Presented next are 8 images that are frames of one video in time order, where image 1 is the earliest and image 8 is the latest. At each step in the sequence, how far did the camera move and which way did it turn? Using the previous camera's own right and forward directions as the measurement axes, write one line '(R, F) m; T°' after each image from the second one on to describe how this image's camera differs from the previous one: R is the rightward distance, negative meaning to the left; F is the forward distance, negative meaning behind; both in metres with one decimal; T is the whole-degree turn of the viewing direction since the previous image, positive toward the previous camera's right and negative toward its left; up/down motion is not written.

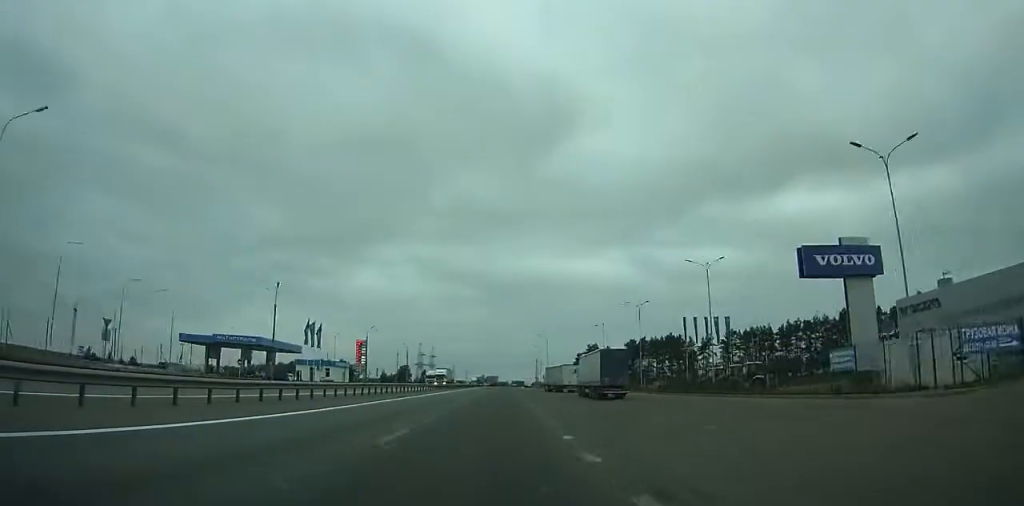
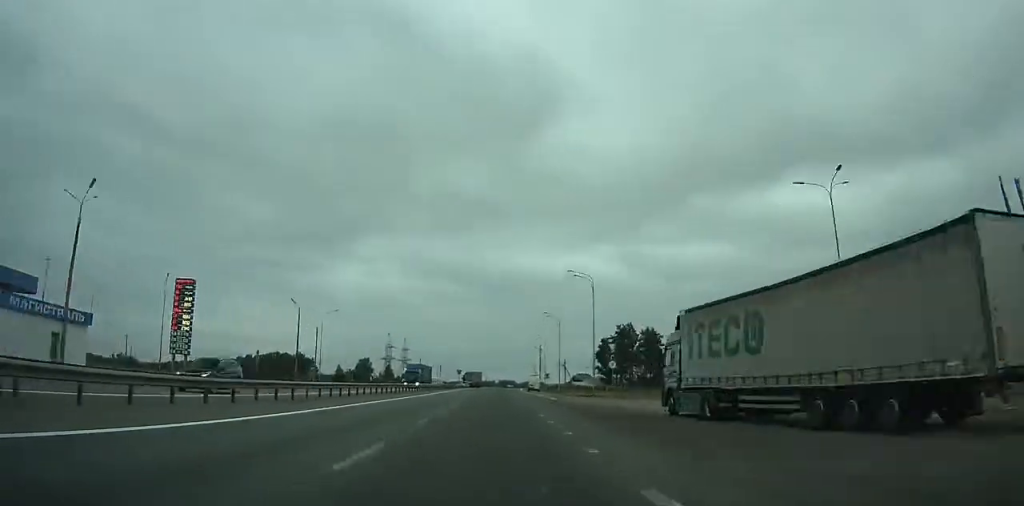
(-0.7, +75.9) m; 0°
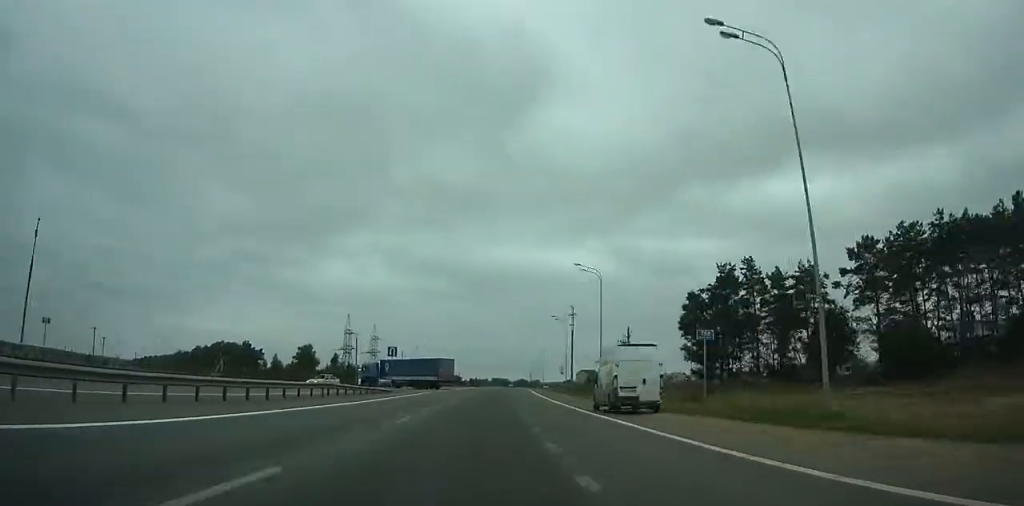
(+0.5, +76.7) m; +1°
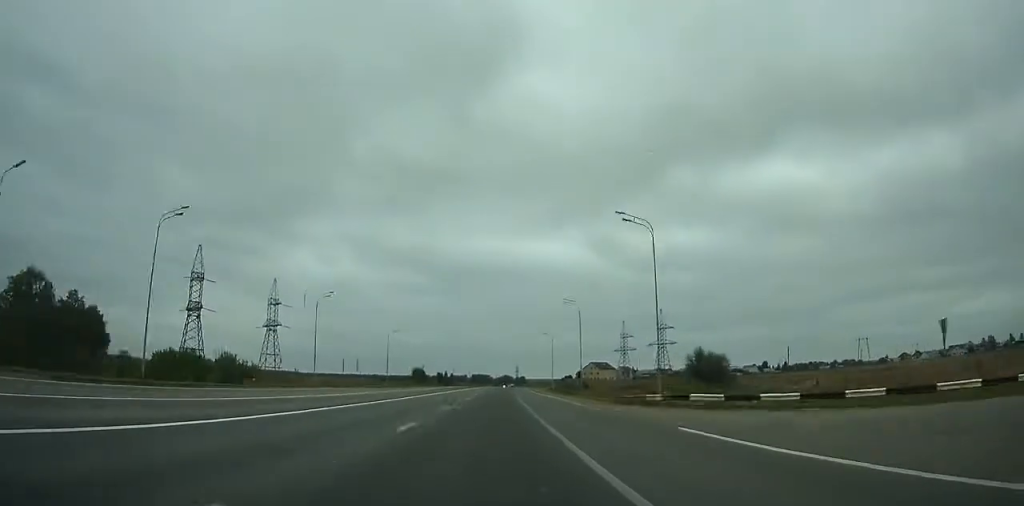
(+1.9, +120.3) m; +2°
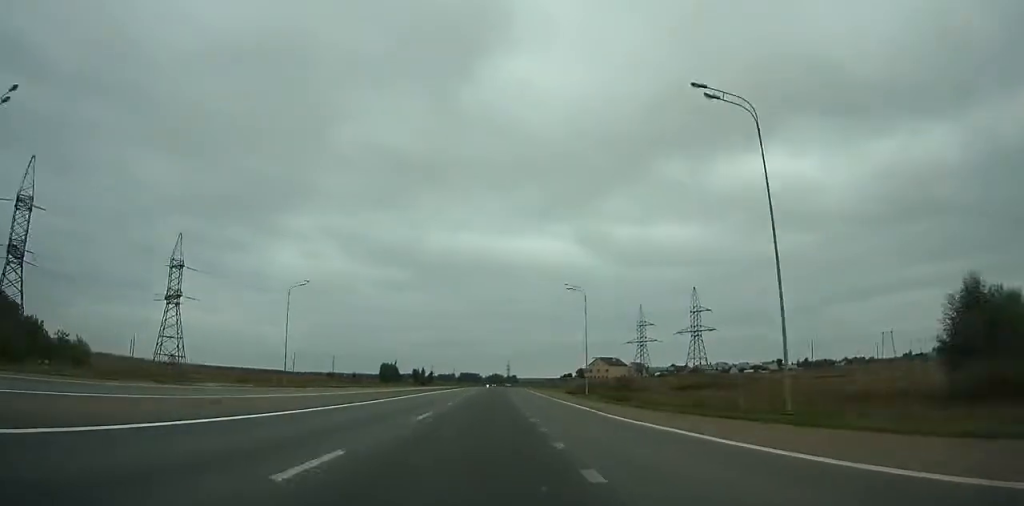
(+0.4, +56.0) m; +1°
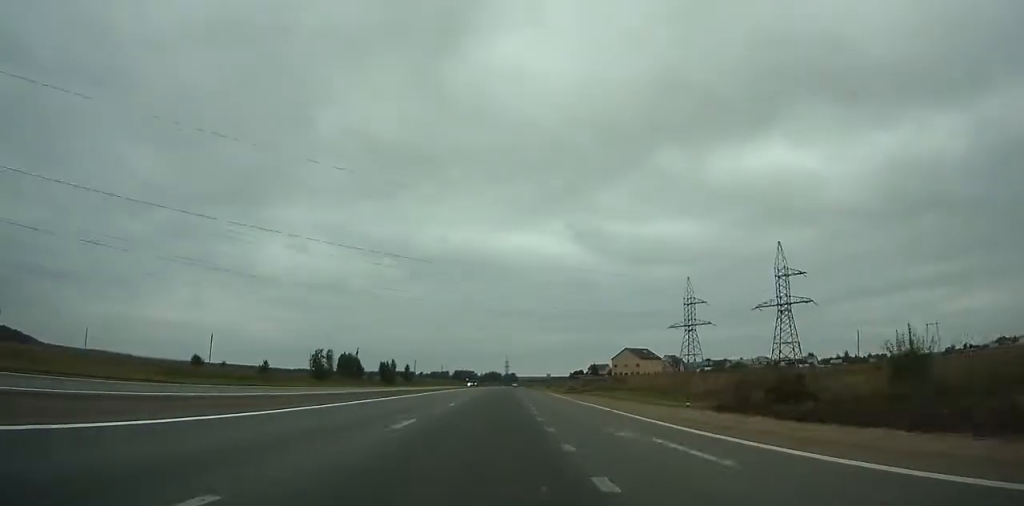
(+0.5, +65.0) m; +1°
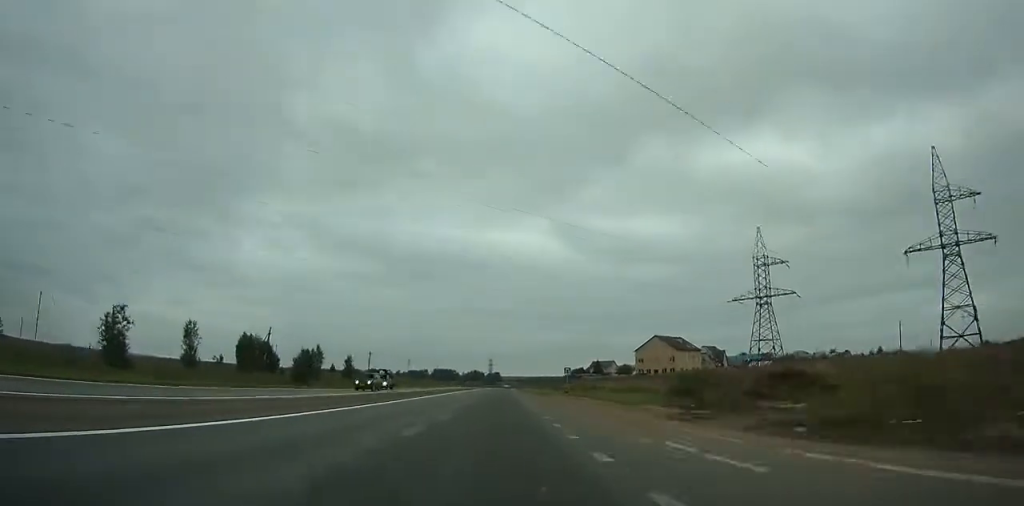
(+0.5, +60.7) m; +1°
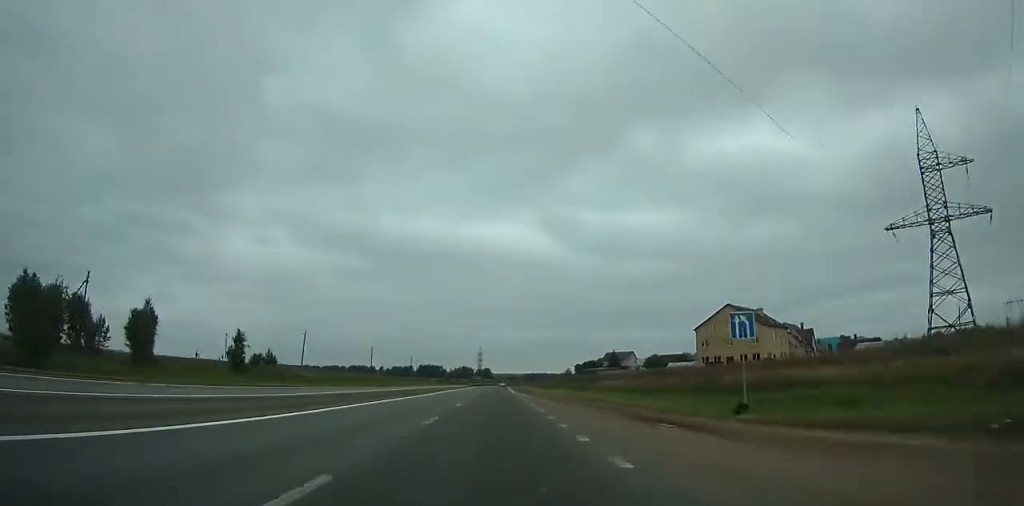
(+0.5, +56.5) m; +1°
